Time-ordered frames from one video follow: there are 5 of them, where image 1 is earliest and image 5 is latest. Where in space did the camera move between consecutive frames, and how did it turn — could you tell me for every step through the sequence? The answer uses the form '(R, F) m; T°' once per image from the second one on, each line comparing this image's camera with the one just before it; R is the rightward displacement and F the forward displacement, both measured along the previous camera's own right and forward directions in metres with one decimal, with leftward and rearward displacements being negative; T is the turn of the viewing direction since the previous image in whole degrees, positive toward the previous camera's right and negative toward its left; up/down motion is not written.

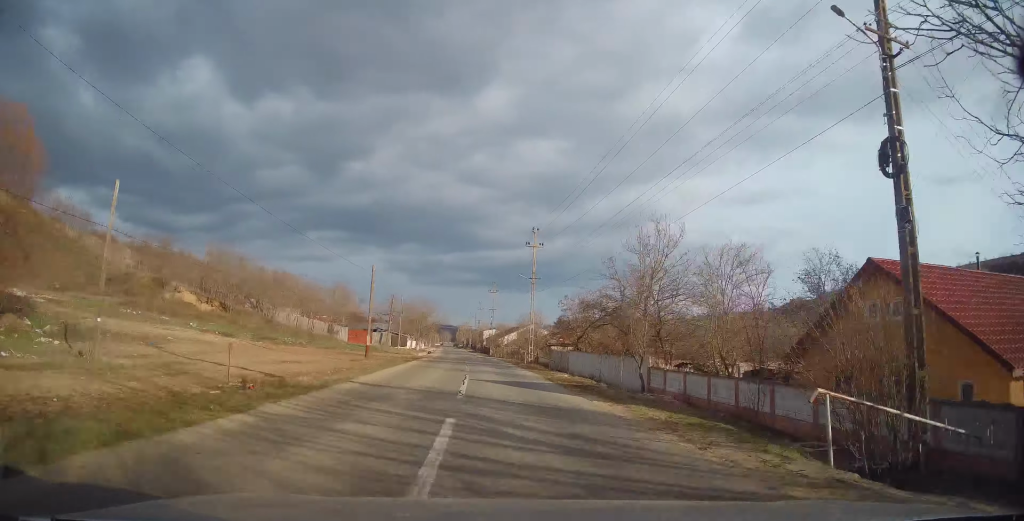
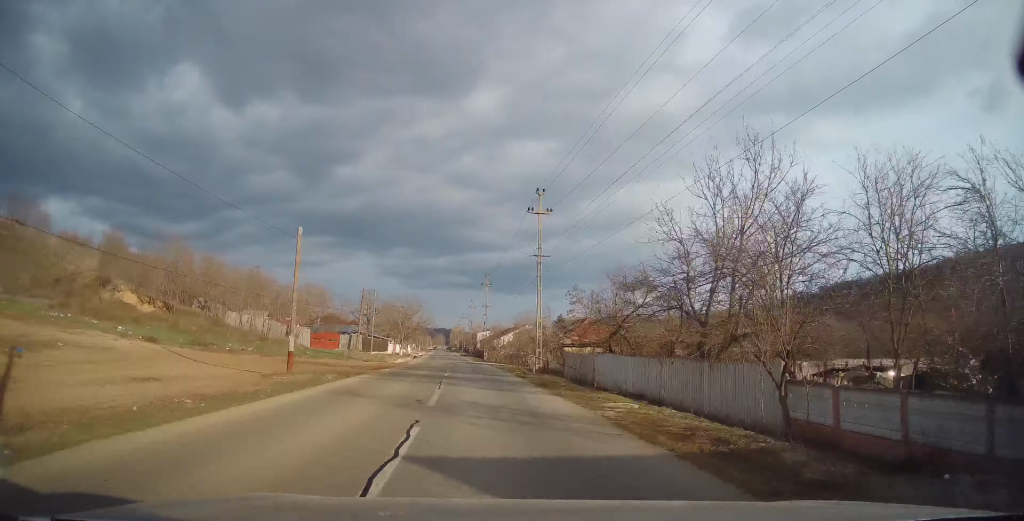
(0.0, +12.5) m; 0°
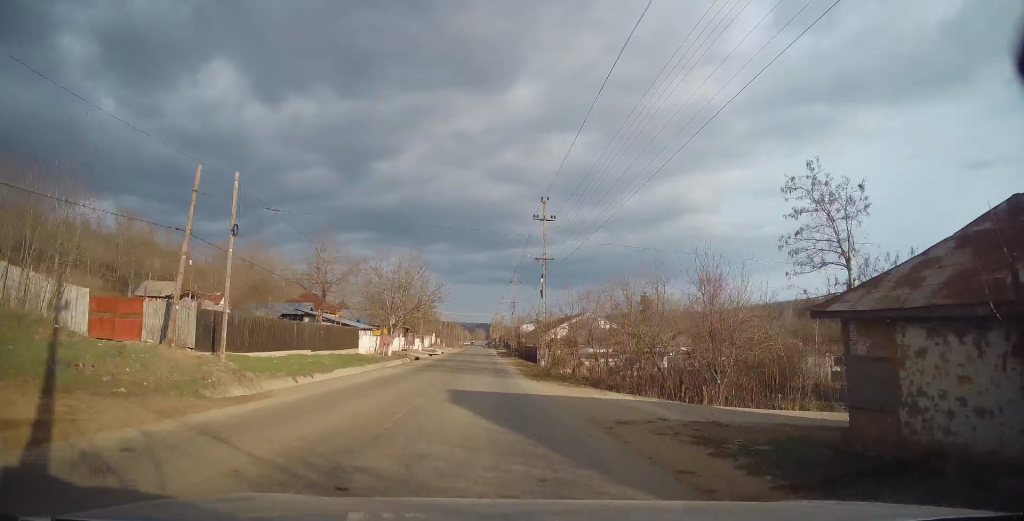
(-0.7, +38.3) m; -3°
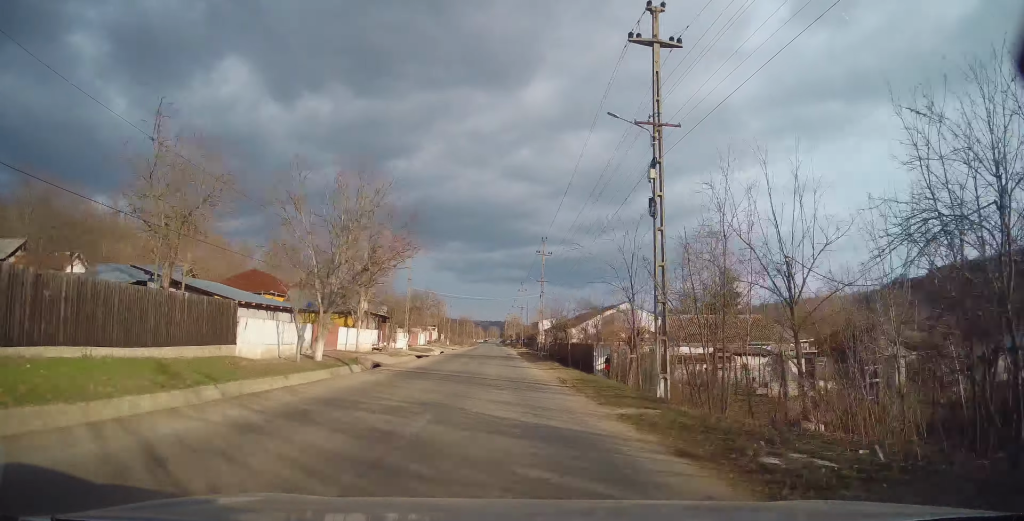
(-0.3, +23.2) m; -1°
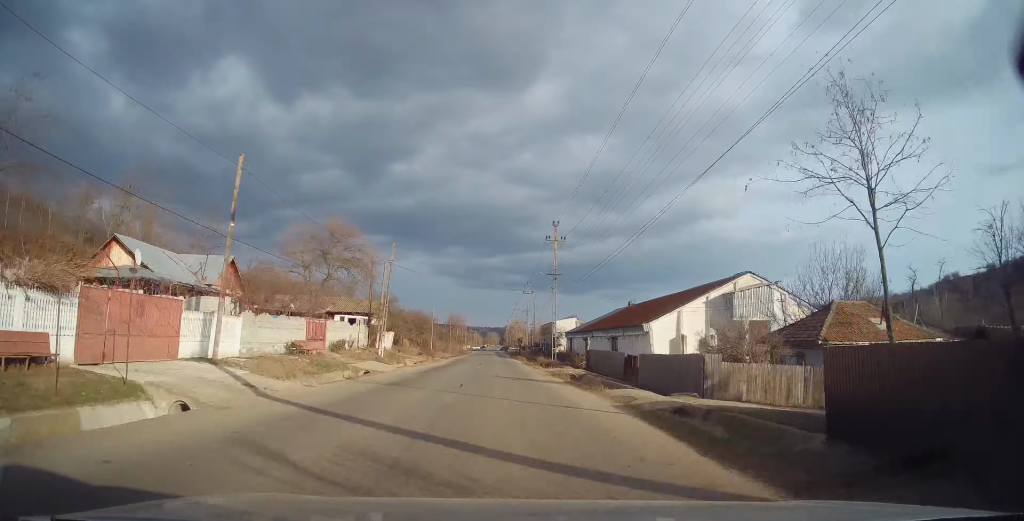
(-0.2, +52.6) m; -1°
